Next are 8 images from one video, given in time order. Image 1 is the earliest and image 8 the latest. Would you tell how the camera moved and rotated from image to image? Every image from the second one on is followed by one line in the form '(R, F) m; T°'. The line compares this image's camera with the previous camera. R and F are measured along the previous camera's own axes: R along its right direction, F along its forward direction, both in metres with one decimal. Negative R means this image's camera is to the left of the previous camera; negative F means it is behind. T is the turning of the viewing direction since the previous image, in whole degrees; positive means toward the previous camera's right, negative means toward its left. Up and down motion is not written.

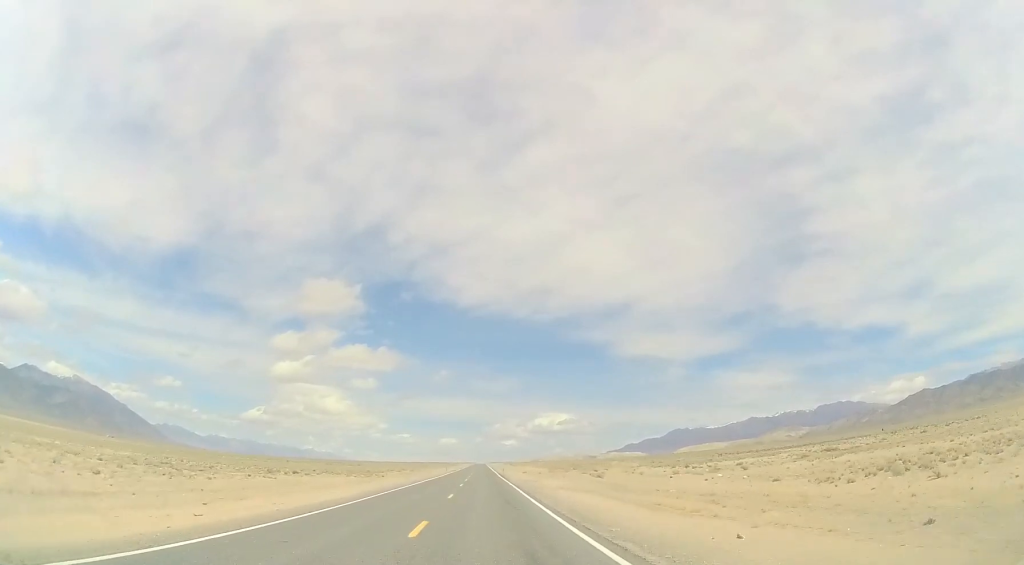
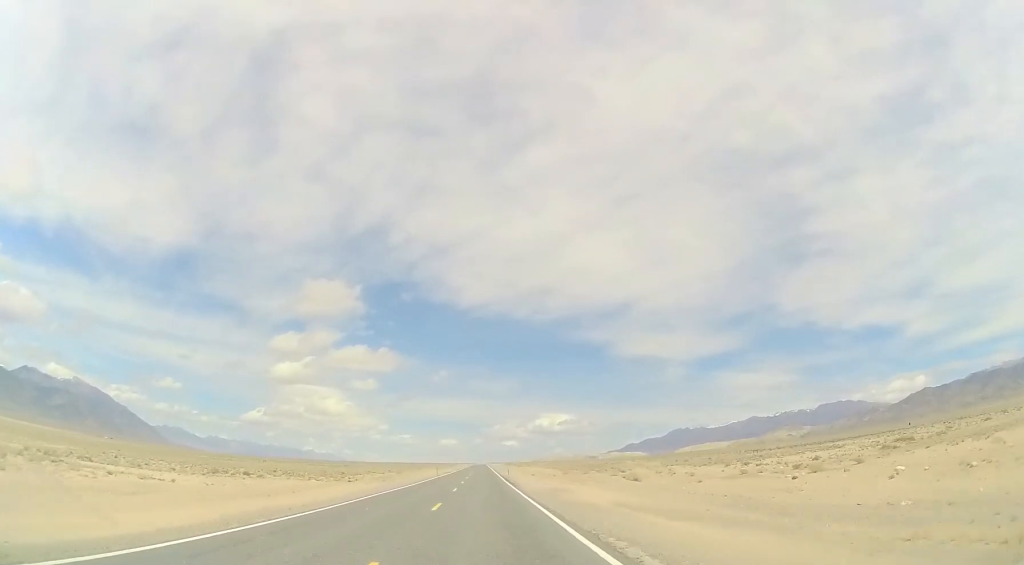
(0.0, +20.3) m; 0°
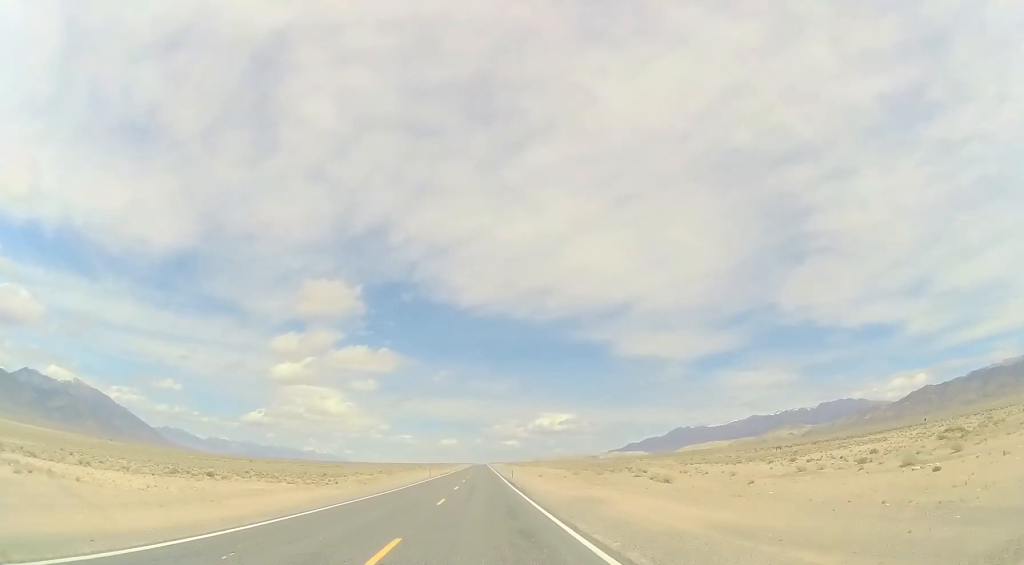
(0.0, +10.8) m; 0°
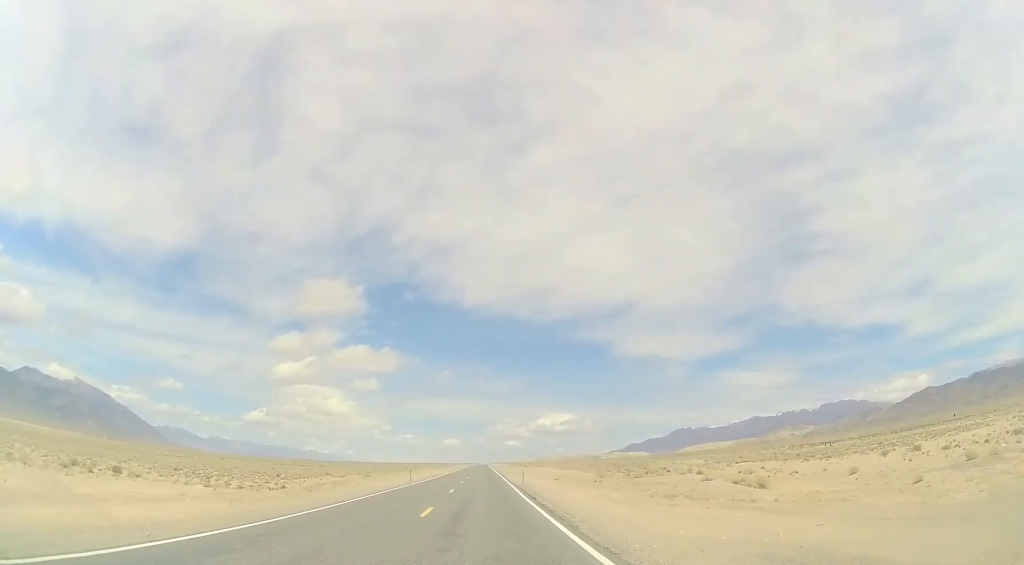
(+0.1, +18.7) m; 0°
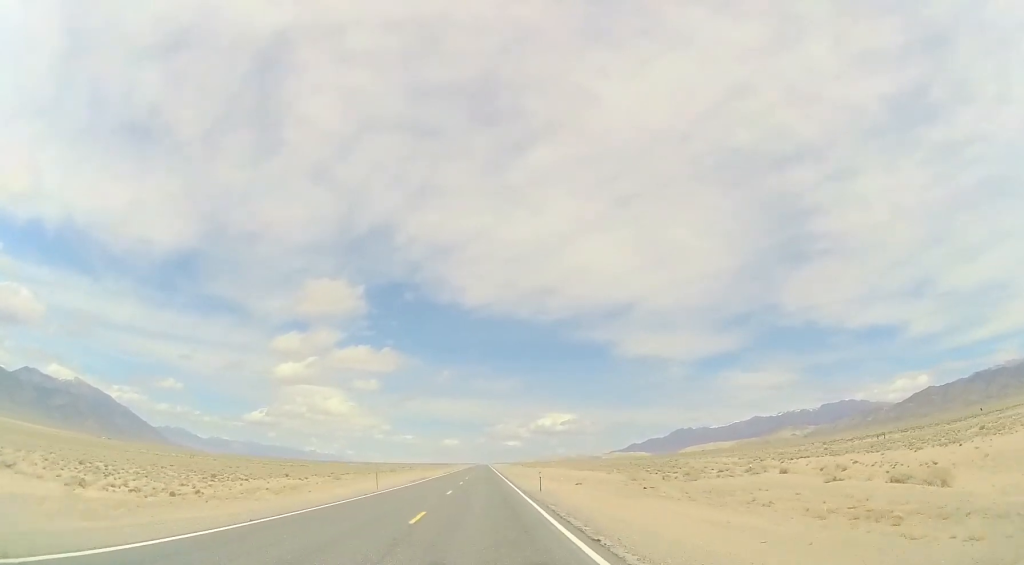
(-0.2, +16.1) m; 0°
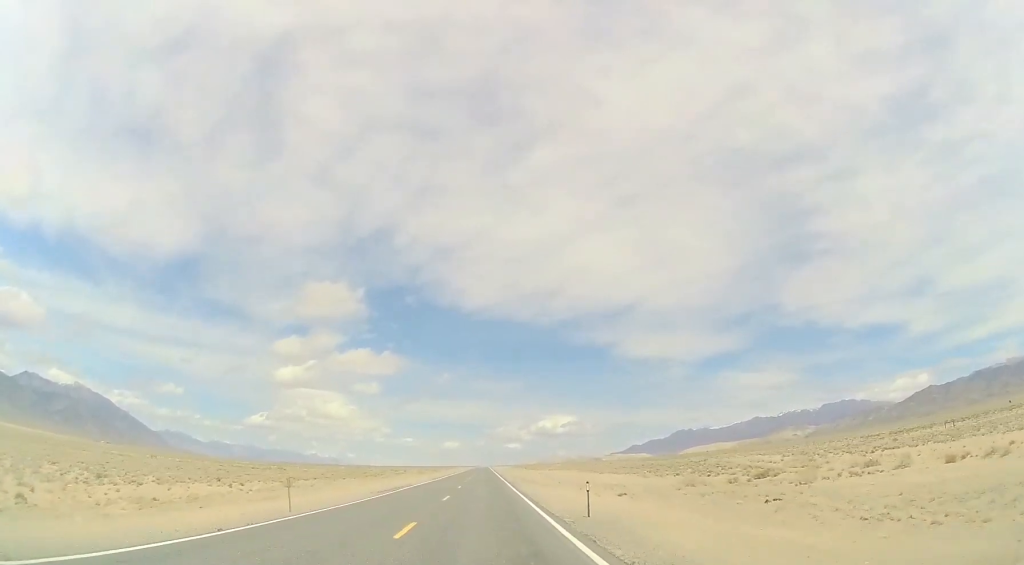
(0.0, +16.3) m; 0°
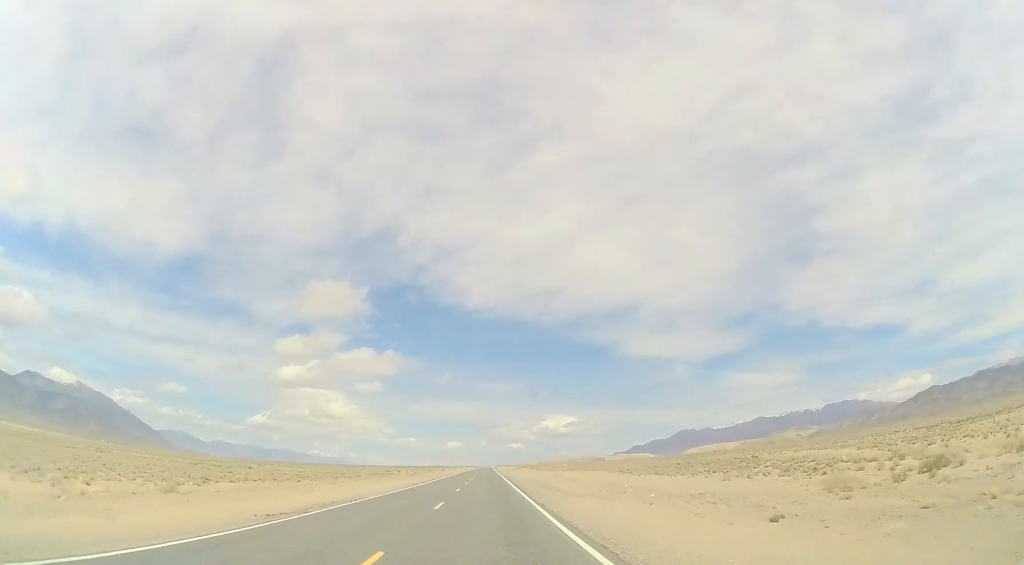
(+0.2, +19.0) m; 0°
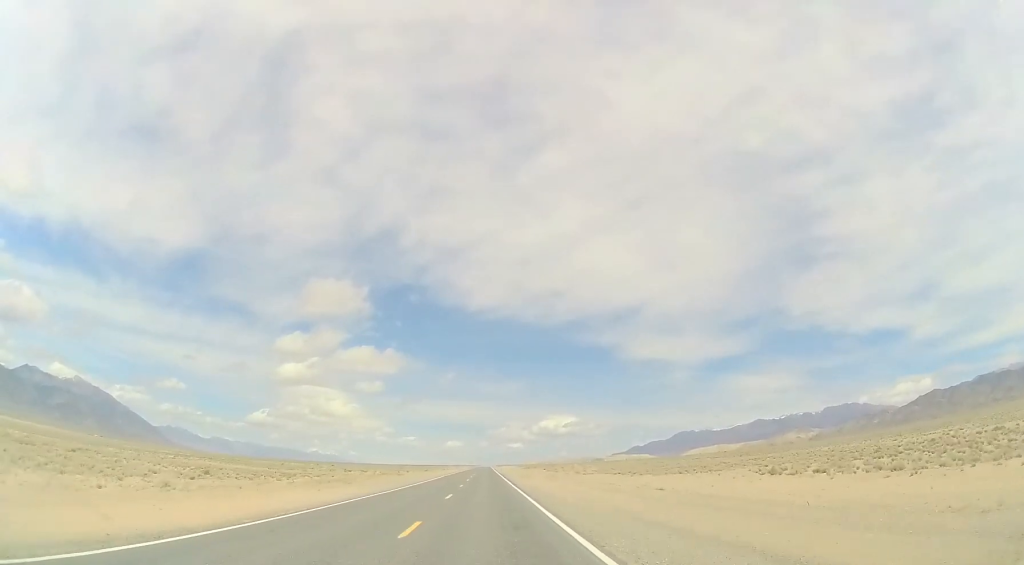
(-1.2, +49.3) m; 0°
